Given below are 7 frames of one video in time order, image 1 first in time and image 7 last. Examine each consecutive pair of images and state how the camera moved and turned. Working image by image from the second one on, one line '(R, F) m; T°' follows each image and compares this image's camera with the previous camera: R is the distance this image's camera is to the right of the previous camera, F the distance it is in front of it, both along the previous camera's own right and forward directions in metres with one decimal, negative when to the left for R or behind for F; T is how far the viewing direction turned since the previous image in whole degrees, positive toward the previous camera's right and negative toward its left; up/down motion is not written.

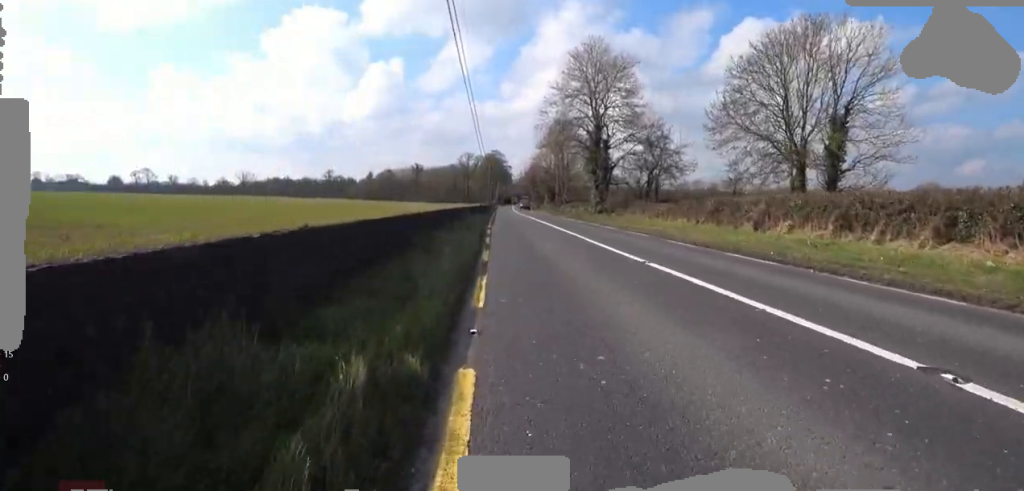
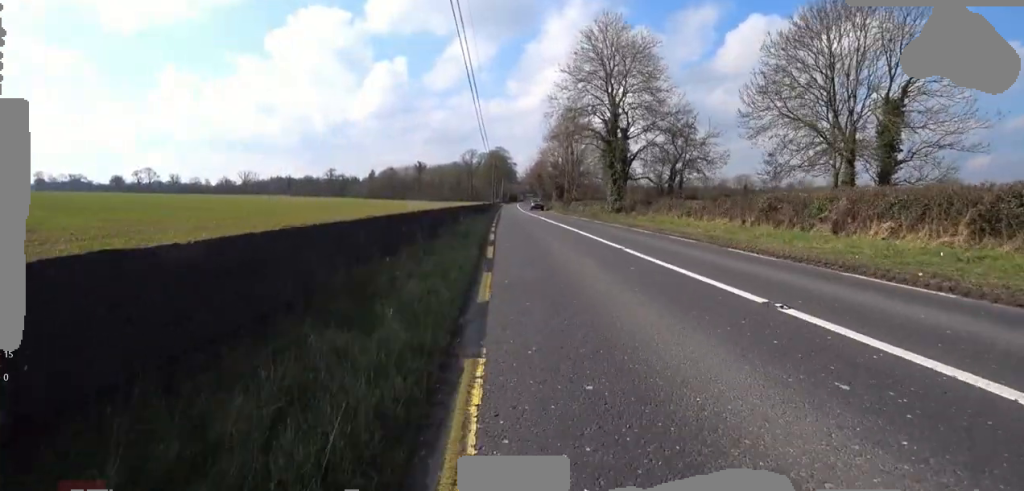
(-0.1, +3.9) m; -2°
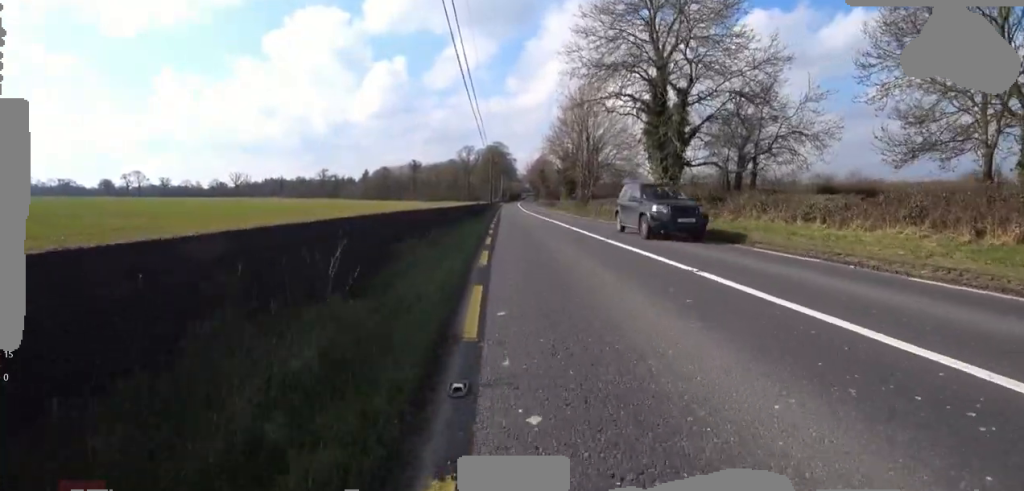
(-0.1, +9.7) m; -1°
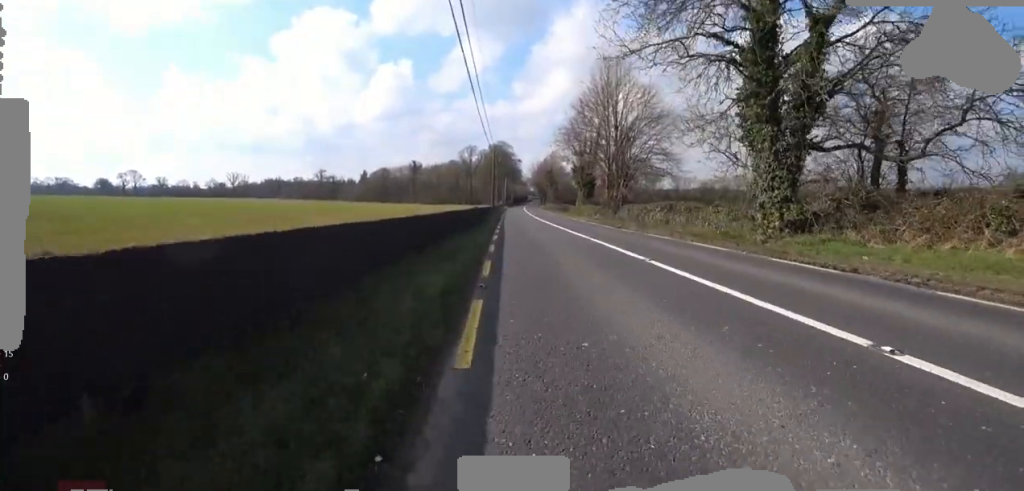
(0.0, +8.7) m; 0°
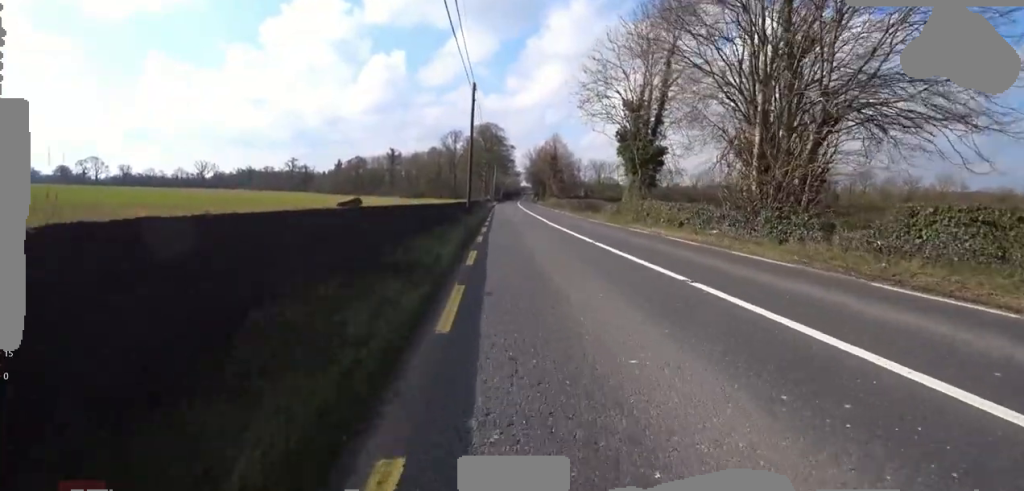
(+0.6, +20.0) m; +3°
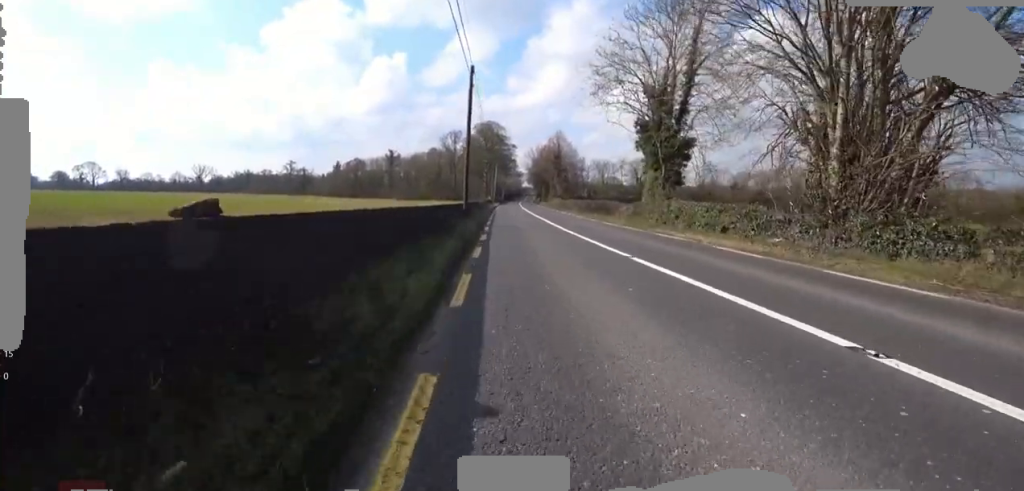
(0.0, +3.1) m; 0°
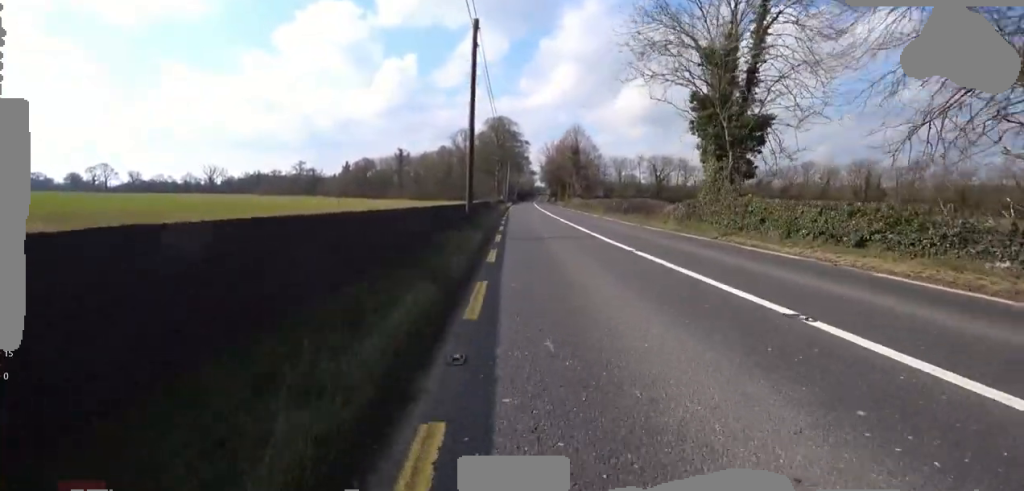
(0.0, +4.8) m; -3°
